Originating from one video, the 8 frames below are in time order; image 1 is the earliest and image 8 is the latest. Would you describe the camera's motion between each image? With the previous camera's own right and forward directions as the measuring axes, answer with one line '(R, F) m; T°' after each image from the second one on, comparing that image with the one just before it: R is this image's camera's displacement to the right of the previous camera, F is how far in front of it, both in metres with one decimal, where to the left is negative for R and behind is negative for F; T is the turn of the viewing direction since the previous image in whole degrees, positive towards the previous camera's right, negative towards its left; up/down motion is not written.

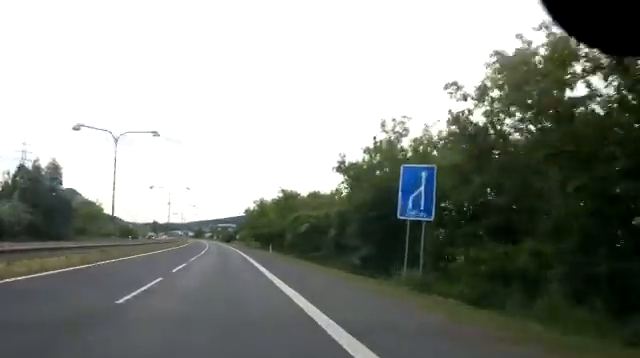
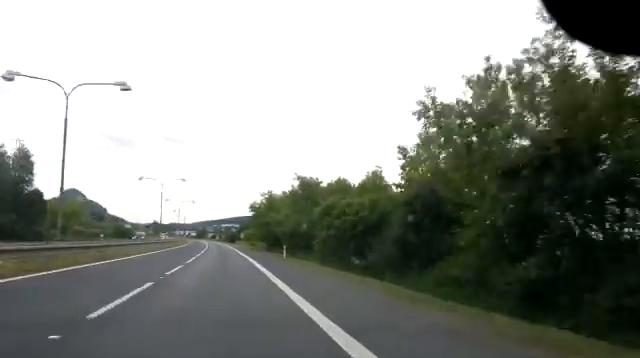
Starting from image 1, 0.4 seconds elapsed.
(0.0, +10.8) m; 0°
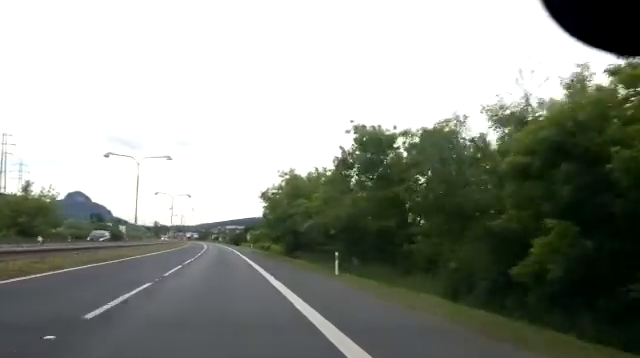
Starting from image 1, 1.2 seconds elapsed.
(0.0, +18.2) m; 0°
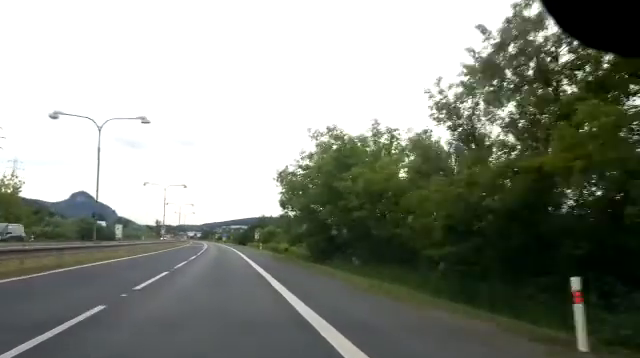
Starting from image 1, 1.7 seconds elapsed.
(0.0, +13.9) m; 0°
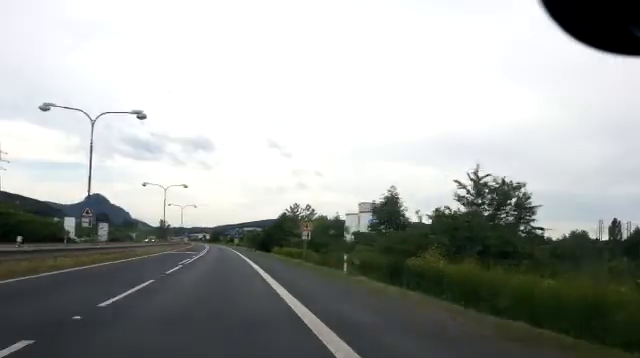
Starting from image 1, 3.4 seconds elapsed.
(0.0, +39.4) m; 0°
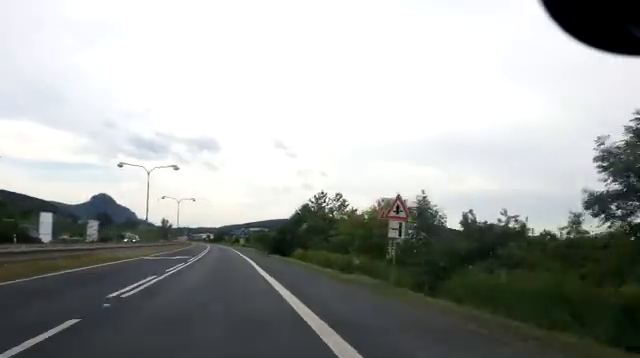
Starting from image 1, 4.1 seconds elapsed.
(0.0, +16.5) m; -1°
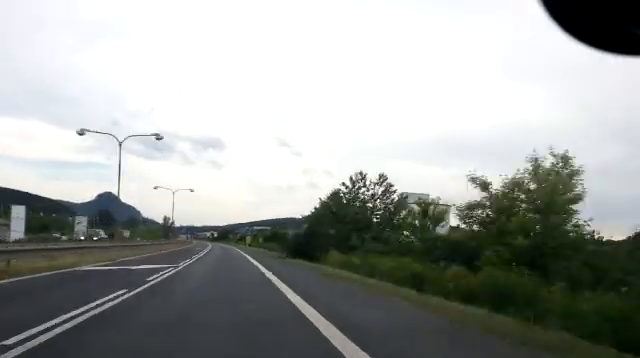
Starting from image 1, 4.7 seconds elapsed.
(-0.1, +14.0) m; -1°
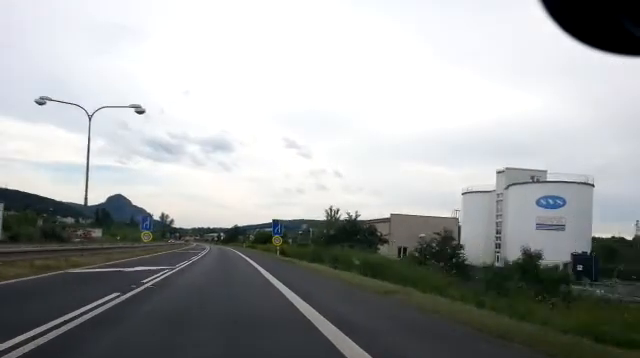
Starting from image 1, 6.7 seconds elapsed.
(-1.1, +45.8) m; -2°
